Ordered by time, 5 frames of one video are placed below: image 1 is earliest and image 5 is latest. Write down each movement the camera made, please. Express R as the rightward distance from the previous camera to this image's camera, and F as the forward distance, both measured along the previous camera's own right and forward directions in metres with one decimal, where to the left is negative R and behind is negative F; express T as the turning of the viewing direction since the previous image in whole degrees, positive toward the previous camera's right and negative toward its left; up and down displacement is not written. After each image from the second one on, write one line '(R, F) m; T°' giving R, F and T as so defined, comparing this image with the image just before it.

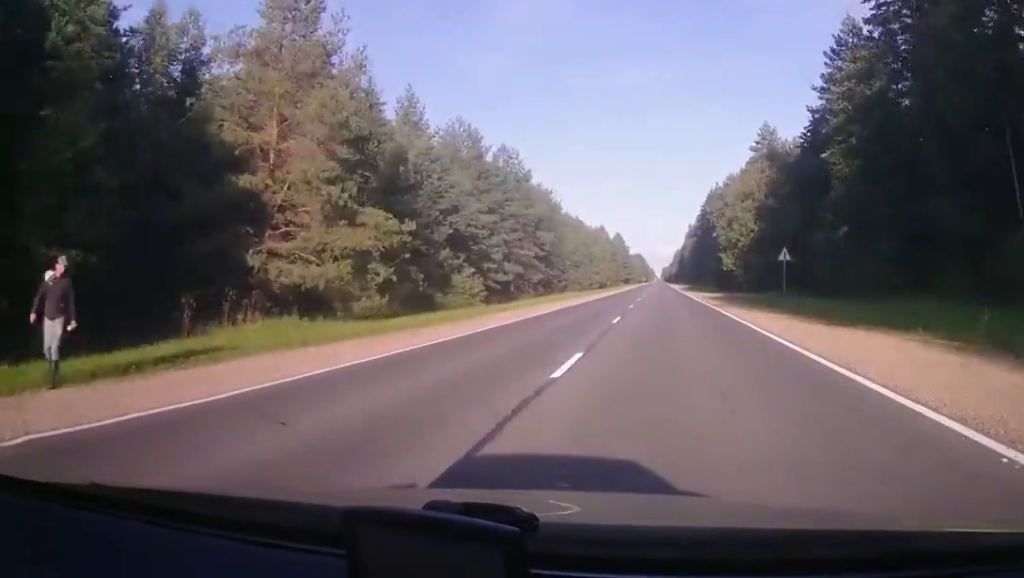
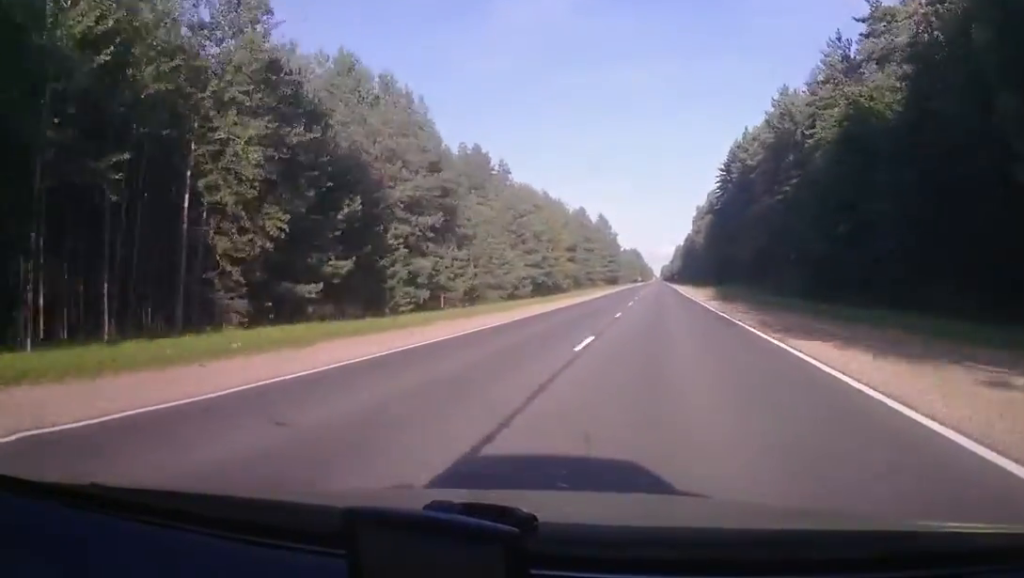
(-0.7, +67.7) m; -1°
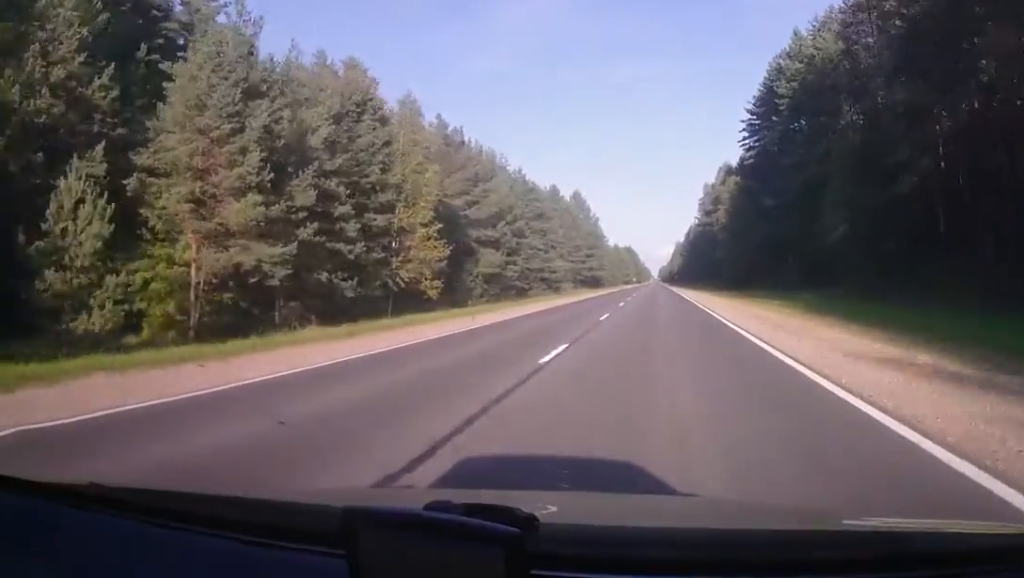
(+0.6, +48.9) m; +2°
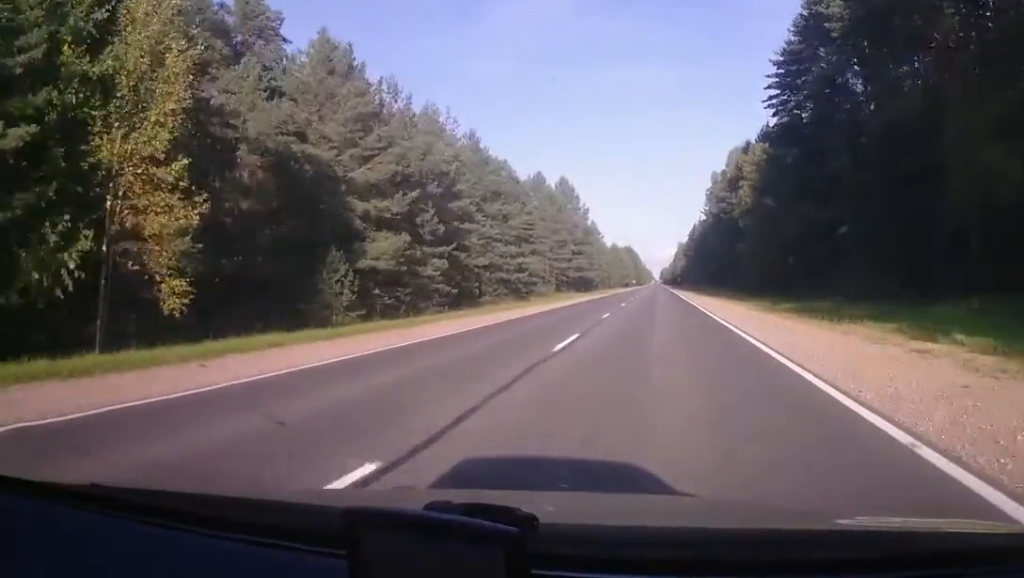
(+0.4, +22.3) m; 0°
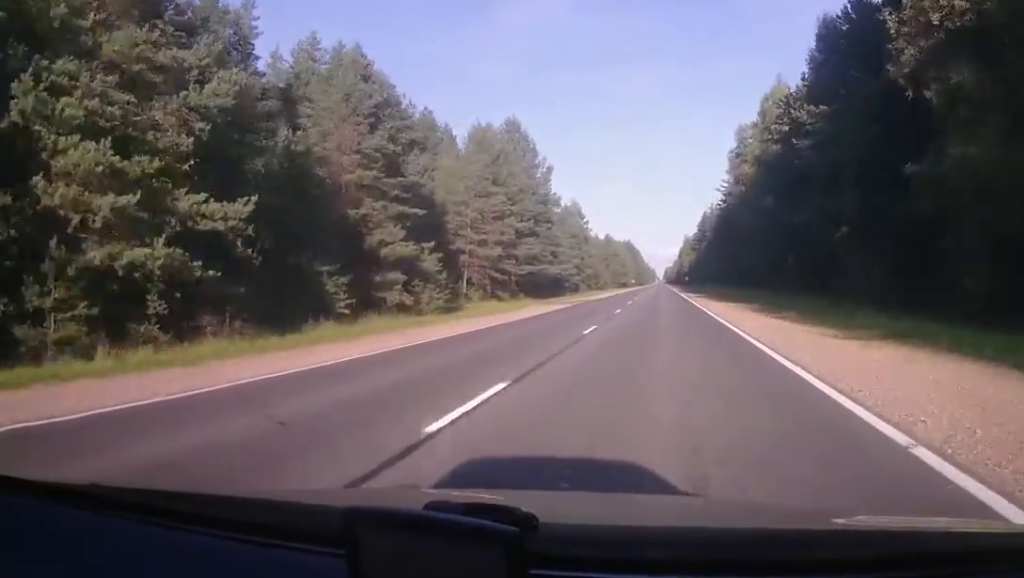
(-0.8, +38.4) m; -2°
